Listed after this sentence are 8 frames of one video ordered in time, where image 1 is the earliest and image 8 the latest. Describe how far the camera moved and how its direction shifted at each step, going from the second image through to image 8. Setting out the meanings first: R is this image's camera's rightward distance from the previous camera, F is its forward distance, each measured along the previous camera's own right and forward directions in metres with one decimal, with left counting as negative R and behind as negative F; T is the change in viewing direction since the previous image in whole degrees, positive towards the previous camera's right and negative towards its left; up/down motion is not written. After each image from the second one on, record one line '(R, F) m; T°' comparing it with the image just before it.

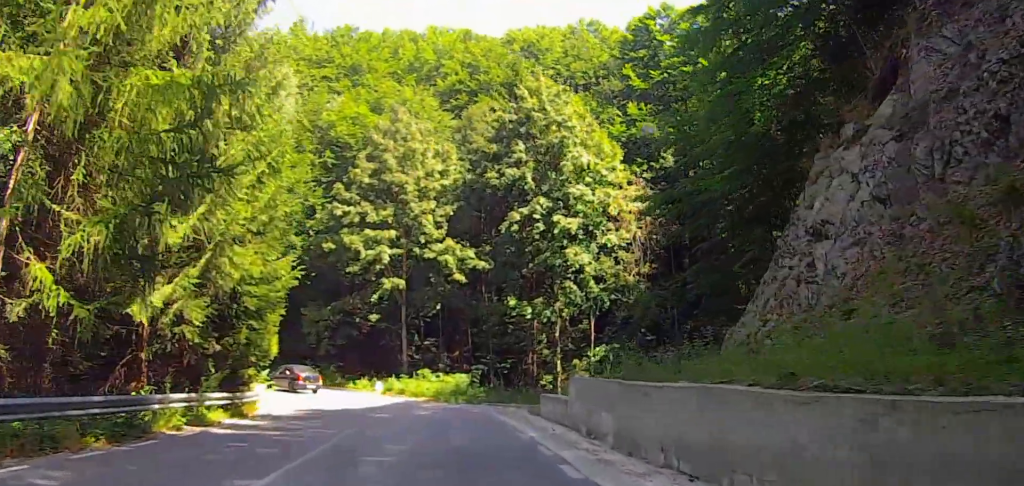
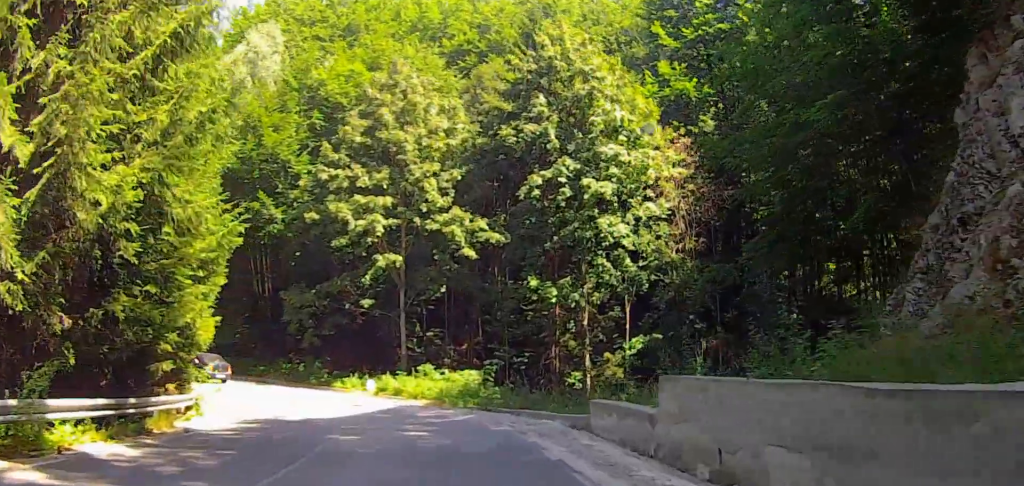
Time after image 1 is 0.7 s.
(0.0, +8.2) m; 0°
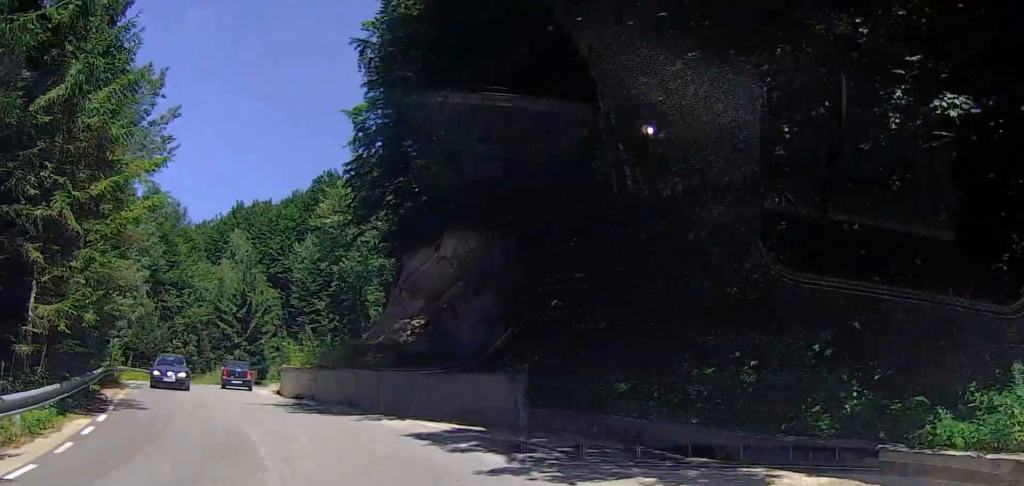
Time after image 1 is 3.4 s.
(-9.1, +32.2) m; -33°
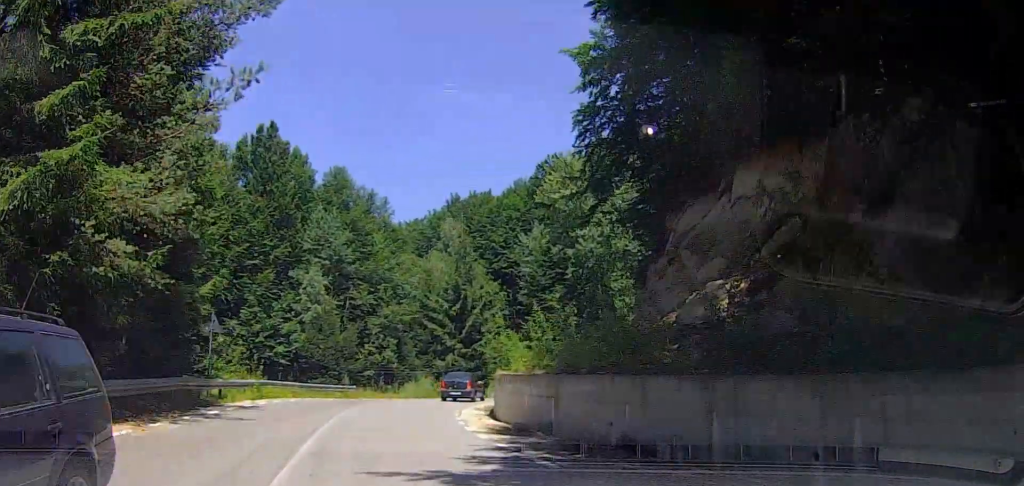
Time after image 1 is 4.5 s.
(-0.6, +14.0) m; -8°
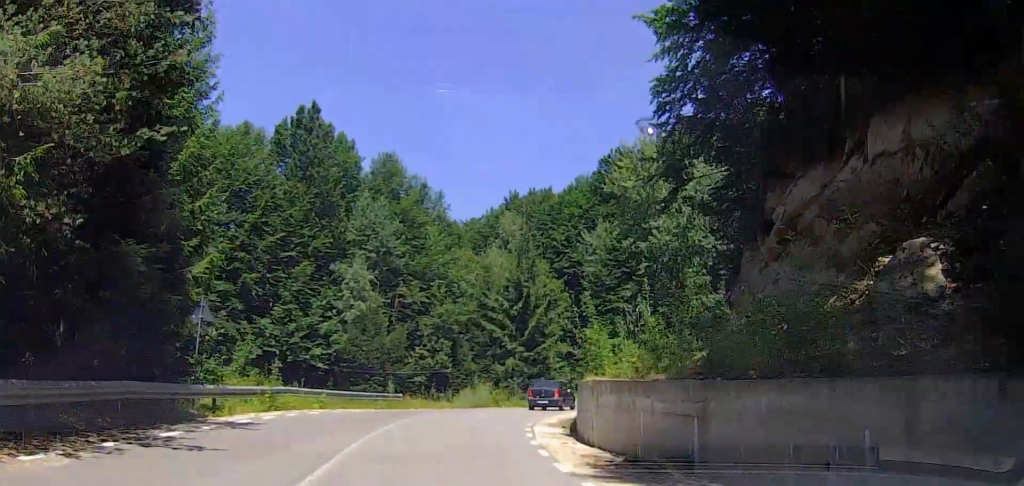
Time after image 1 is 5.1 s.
(-0.4, +6.1) m; -3°
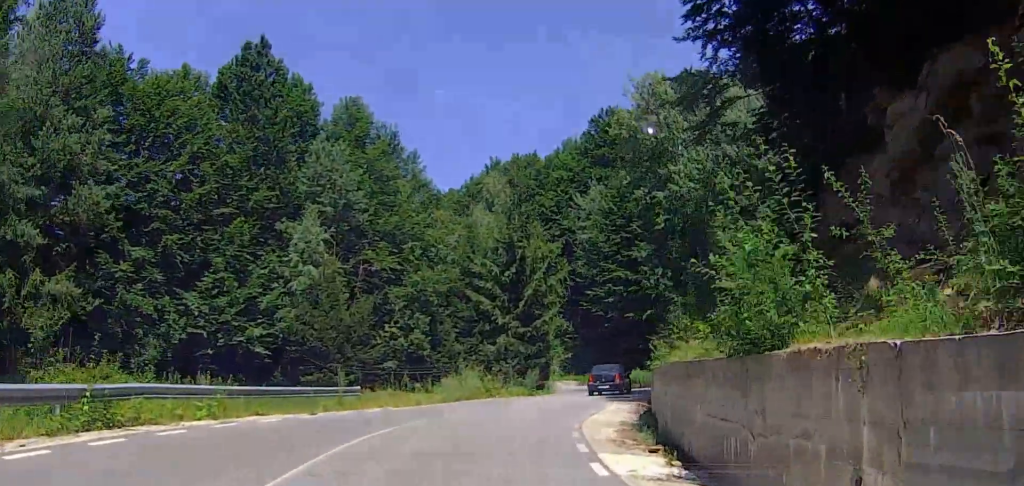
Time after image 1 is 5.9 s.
(-0.7, +10.8) m; -4°
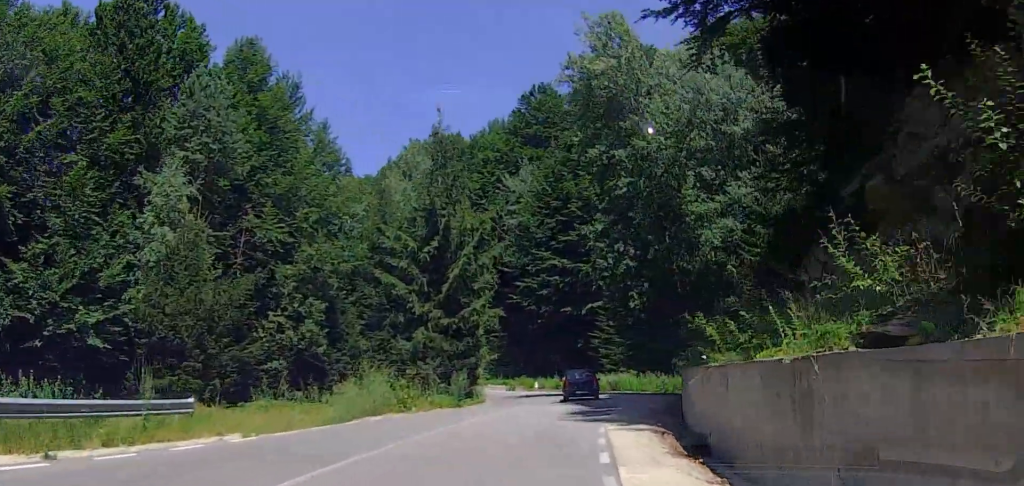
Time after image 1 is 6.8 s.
(-0.1, +10.3) m; 0°
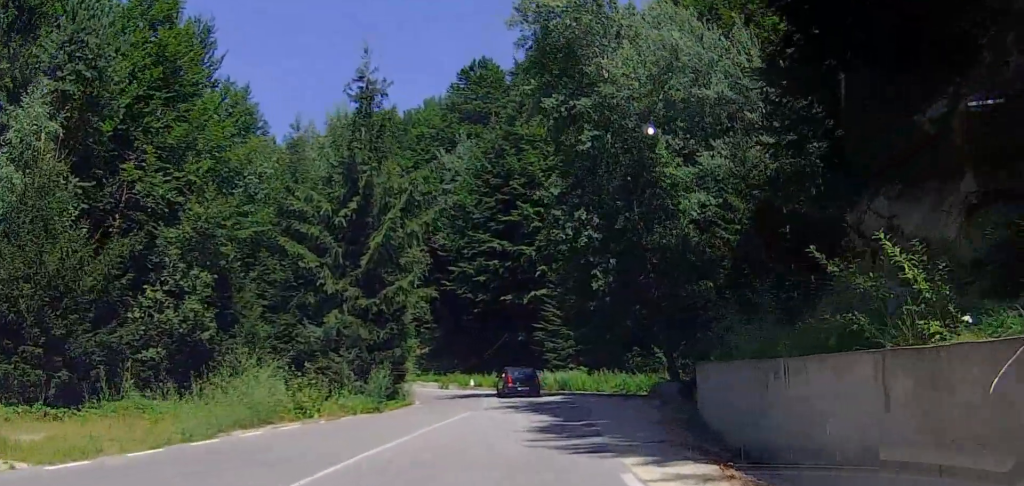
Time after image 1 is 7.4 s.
(0.0, +7.5) m; +1°
